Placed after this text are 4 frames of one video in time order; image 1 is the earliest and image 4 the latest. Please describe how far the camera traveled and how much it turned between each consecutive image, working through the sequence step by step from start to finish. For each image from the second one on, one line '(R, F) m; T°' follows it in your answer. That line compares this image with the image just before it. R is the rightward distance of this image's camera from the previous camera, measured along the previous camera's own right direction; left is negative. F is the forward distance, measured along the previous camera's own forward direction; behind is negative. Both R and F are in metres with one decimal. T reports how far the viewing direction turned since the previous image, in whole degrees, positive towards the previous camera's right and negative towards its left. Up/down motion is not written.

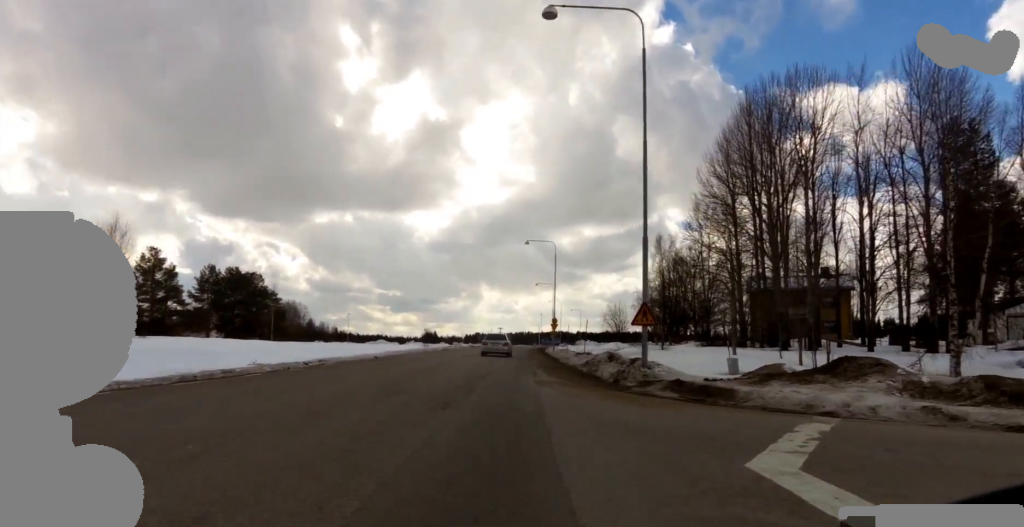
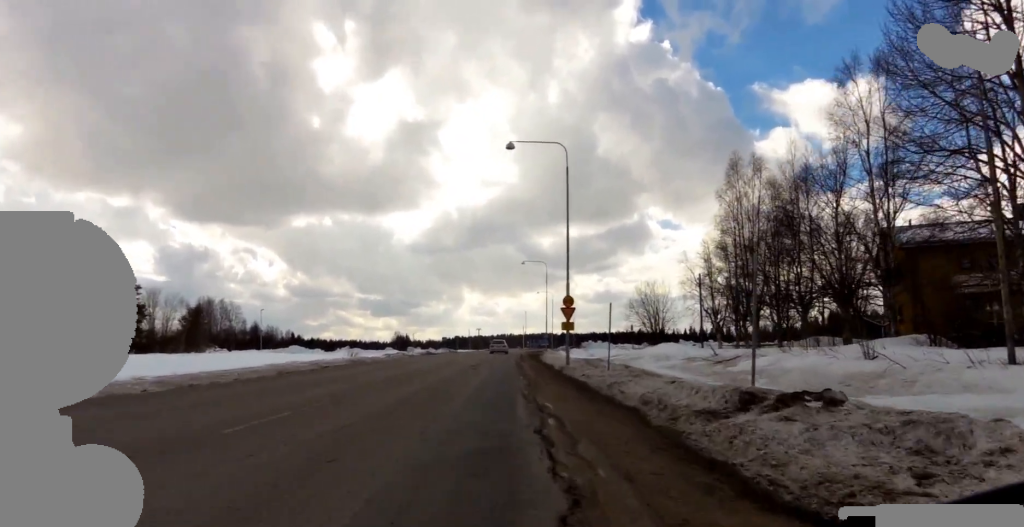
(+0.8, +32.0) m; +4°
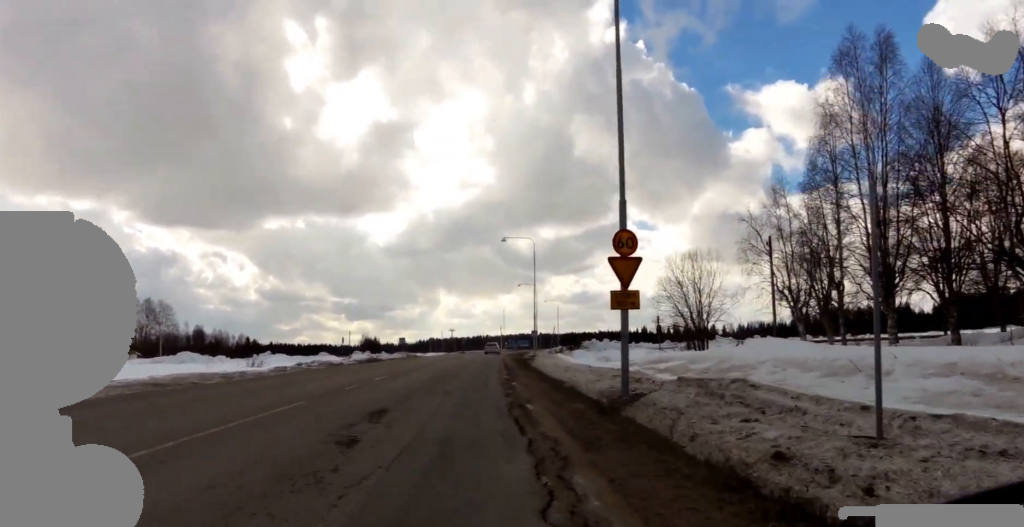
(-2.2, +18.2) m; -5°
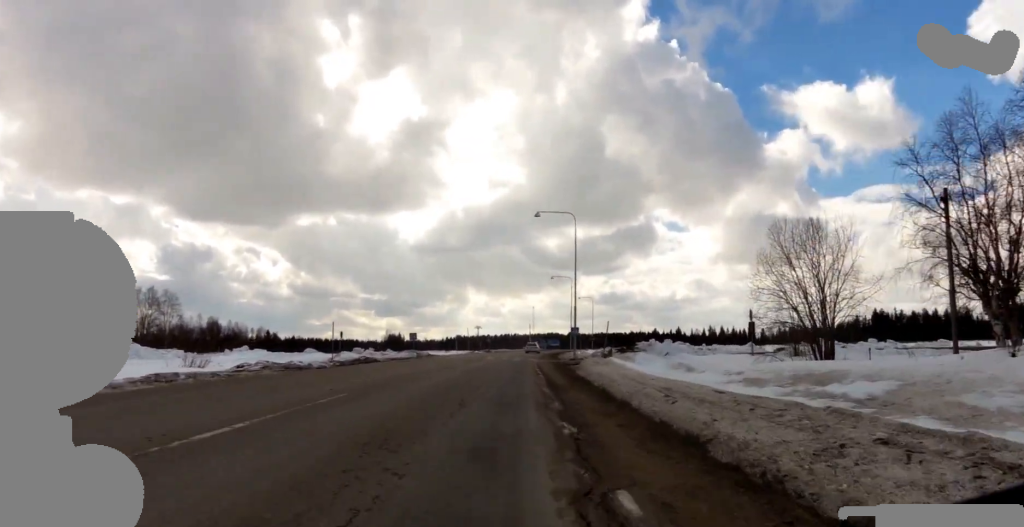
(+1.2, +11.6) m; +6°
